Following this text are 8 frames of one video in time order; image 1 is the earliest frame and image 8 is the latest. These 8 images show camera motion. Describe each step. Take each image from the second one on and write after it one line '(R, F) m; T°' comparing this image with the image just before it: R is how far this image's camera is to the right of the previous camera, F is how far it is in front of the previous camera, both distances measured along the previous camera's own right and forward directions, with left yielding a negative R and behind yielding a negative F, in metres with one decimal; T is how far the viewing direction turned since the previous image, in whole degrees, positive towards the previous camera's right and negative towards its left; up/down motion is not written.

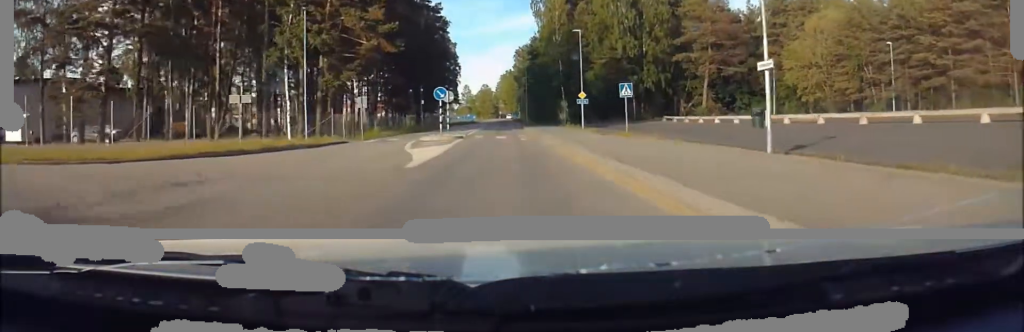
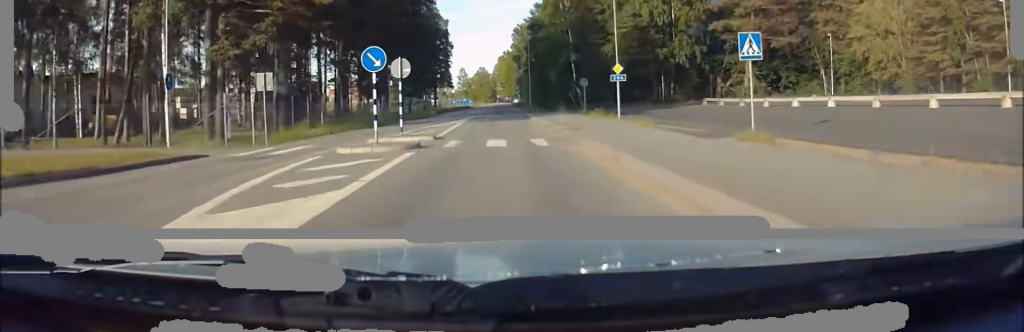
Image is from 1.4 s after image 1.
(-0.3, +16.2) m; -3°
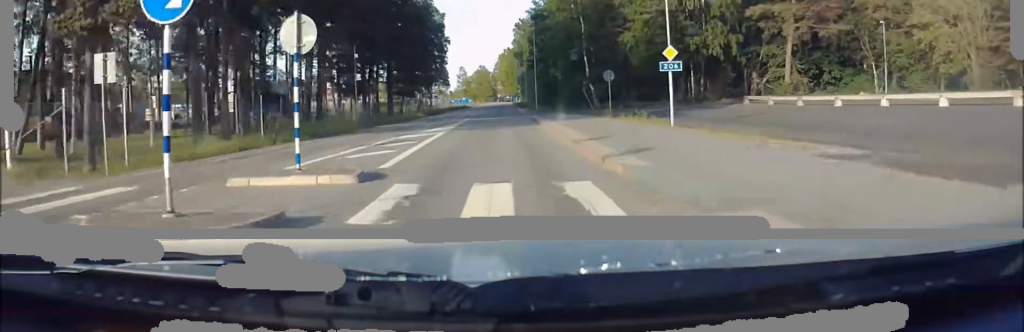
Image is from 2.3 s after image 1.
(-0.4, +10.9) m; -1°
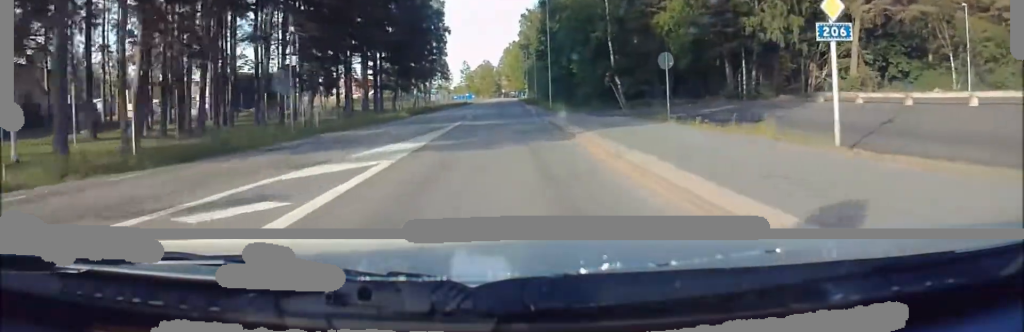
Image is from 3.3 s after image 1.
(+0.3, +12.0) m; +2°
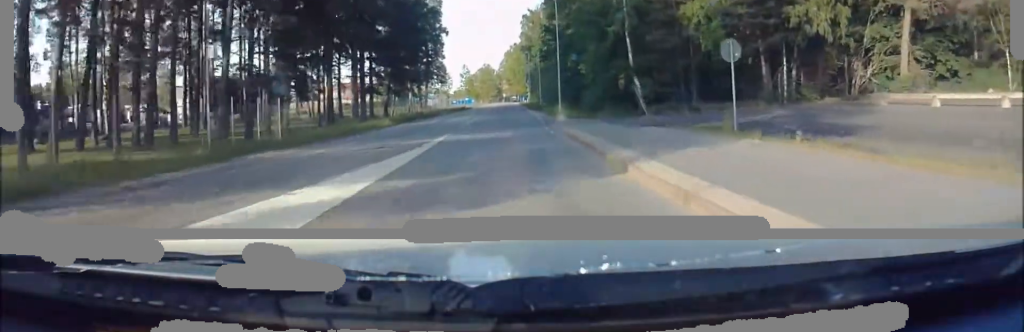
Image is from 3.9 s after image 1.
(0.0, +7.1) m; 0°
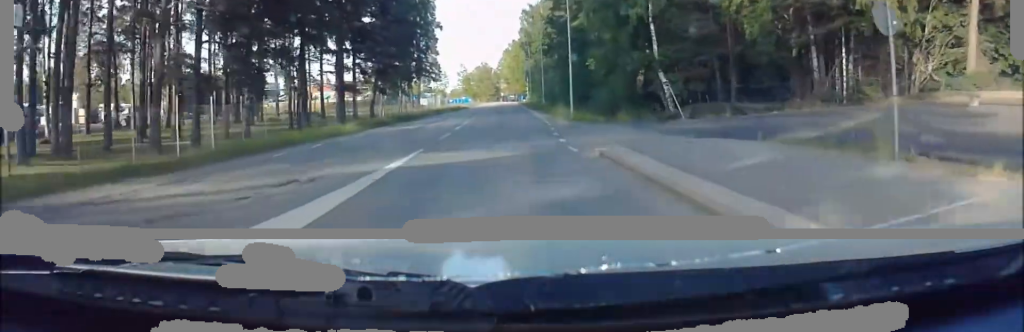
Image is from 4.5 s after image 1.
(0.0, +7.9) m; 0°
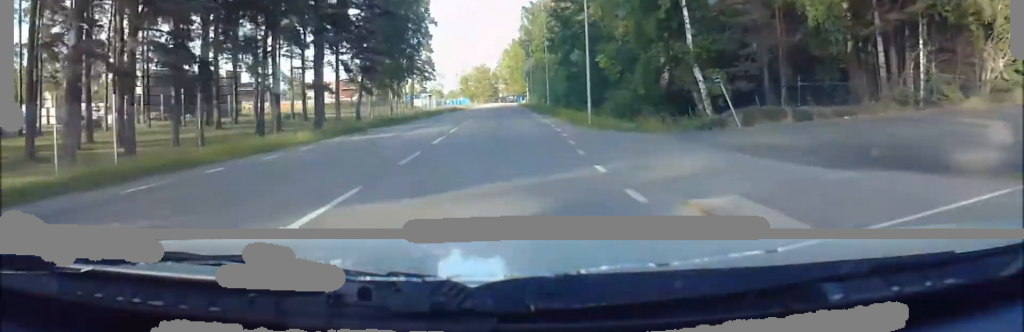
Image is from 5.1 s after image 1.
(-0.1, +7.1) m; 0°
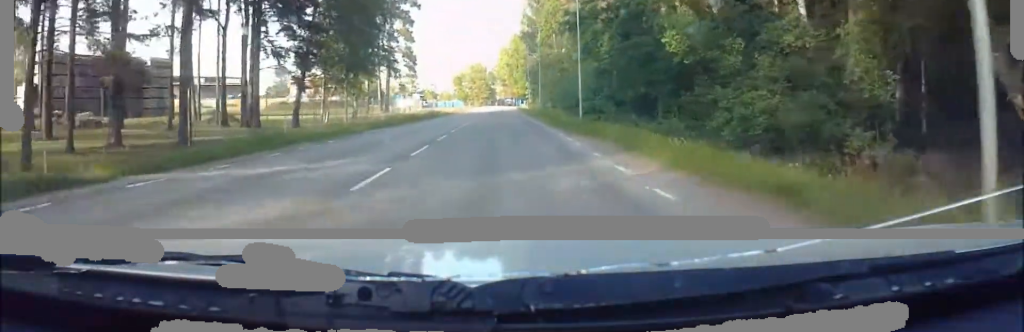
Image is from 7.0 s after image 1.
(+0.2, +21.6) m; 0°
